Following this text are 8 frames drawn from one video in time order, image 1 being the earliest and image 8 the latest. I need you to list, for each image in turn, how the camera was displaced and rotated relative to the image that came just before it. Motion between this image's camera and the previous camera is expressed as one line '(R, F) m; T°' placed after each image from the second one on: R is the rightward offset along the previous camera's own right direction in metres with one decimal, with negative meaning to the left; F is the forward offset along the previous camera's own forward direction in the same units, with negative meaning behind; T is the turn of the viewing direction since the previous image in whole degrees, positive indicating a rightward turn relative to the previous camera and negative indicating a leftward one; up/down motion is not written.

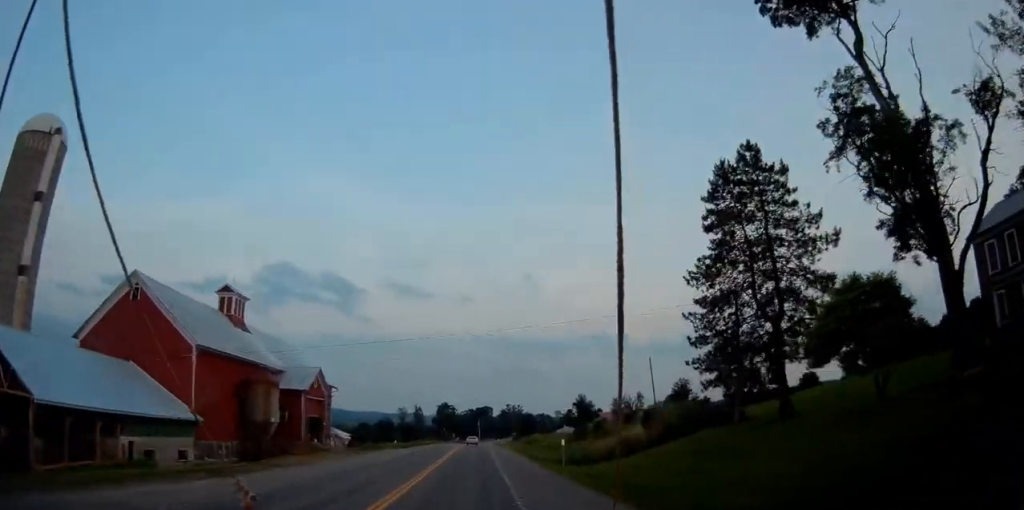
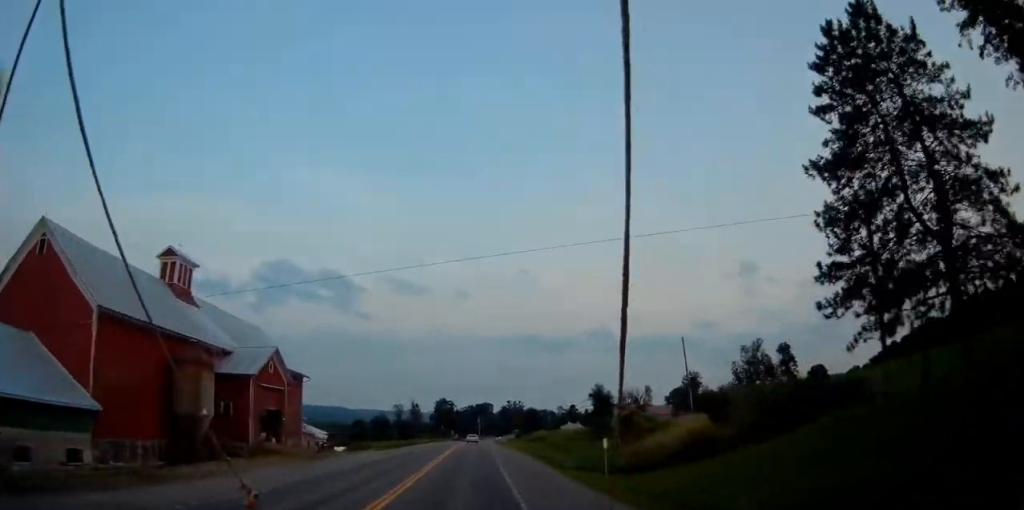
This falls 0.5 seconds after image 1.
(+0.2, +10.5) m; 0°
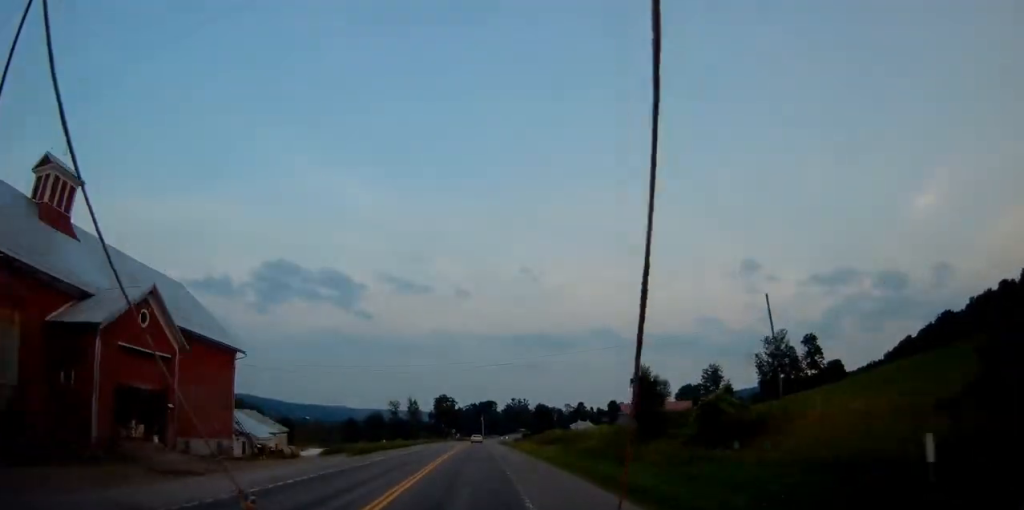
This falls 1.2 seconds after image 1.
(-0.1, +16.0) m; 0°
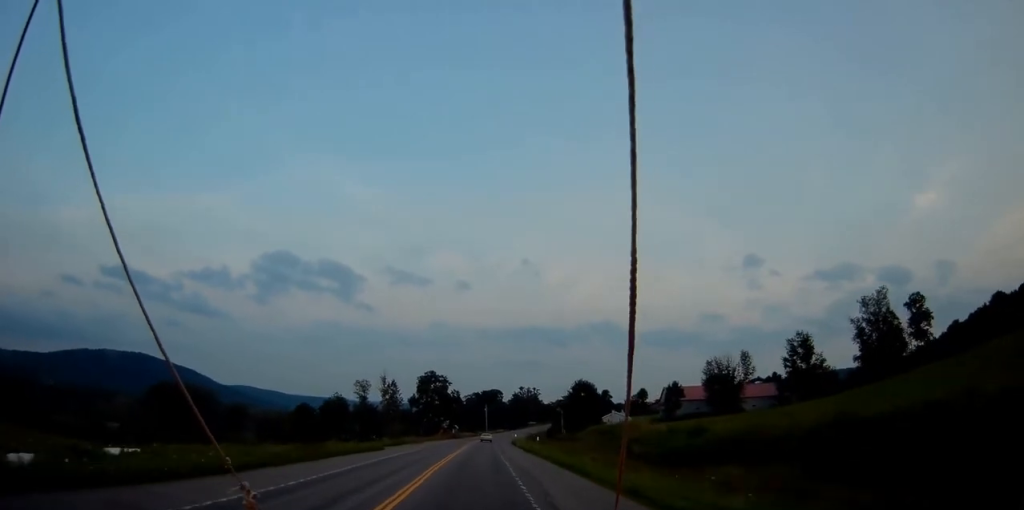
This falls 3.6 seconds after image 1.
(0.0, +55.1) m; 0°
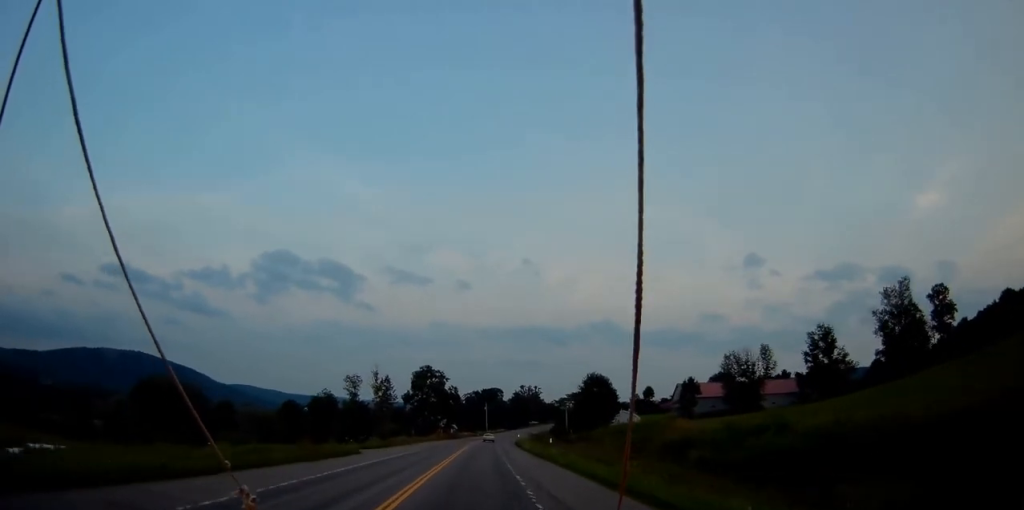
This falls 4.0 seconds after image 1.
(-0.1, +9.9) m; 0°
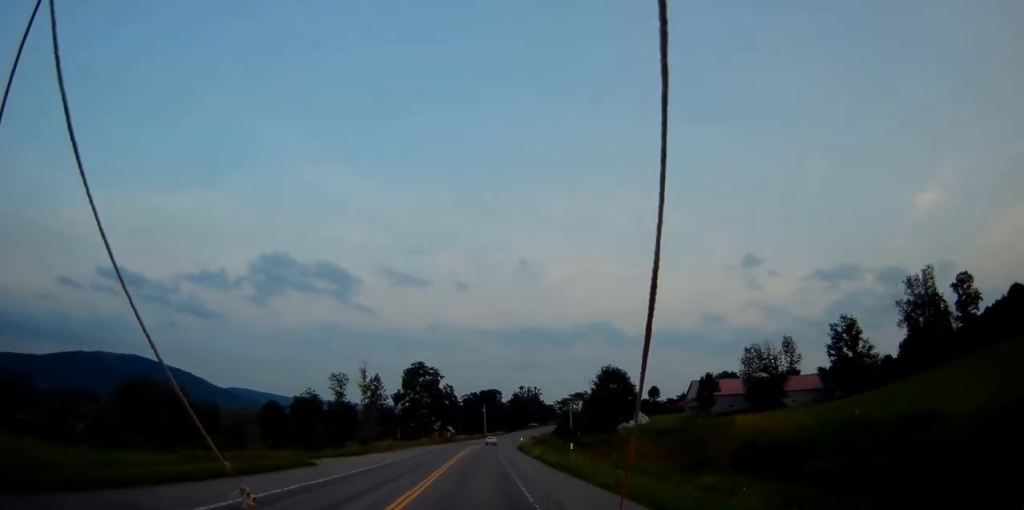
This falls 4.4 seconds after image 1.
(-0.1, +10.0) m; 0°
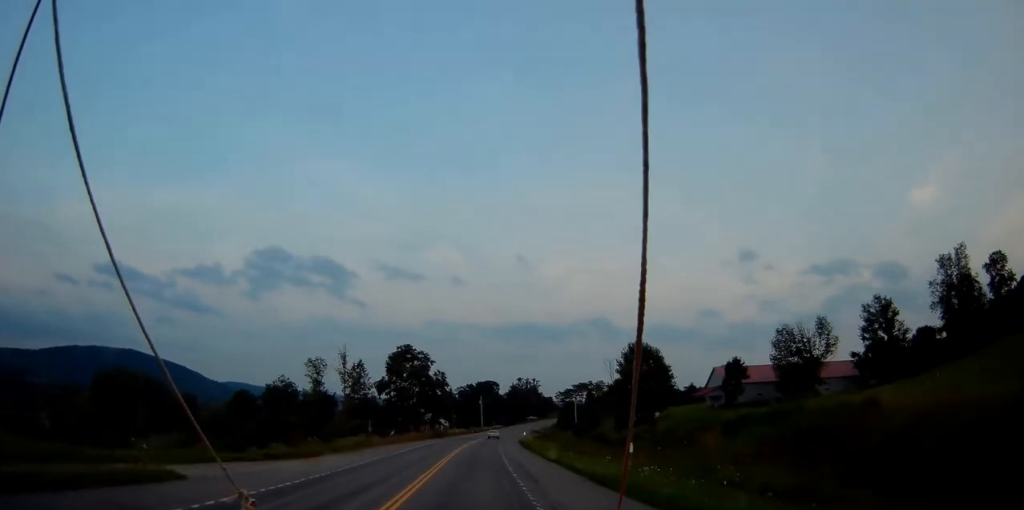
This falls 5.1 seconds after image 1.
(0.0, +14.6) m; 0°
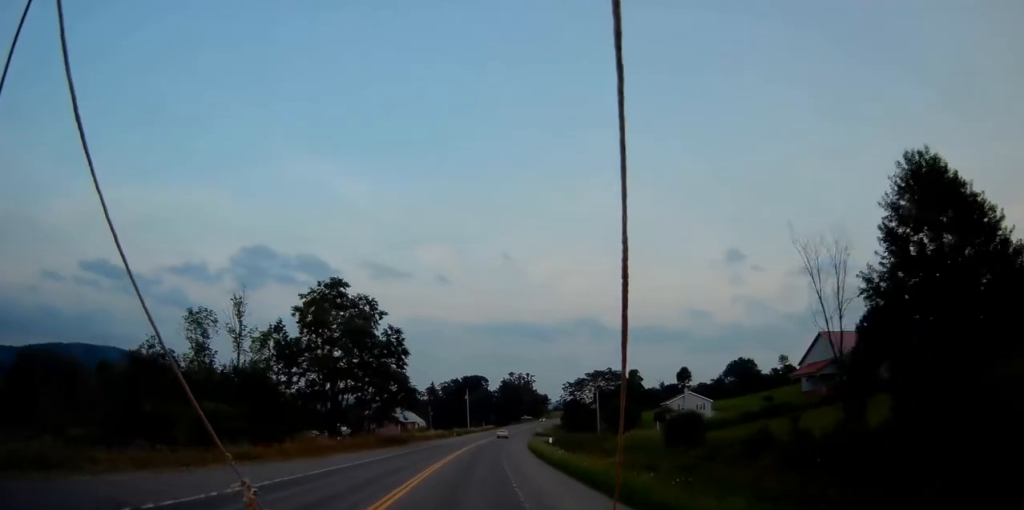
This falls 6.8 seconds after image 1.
(+0.5, +39.9) m; +1°
